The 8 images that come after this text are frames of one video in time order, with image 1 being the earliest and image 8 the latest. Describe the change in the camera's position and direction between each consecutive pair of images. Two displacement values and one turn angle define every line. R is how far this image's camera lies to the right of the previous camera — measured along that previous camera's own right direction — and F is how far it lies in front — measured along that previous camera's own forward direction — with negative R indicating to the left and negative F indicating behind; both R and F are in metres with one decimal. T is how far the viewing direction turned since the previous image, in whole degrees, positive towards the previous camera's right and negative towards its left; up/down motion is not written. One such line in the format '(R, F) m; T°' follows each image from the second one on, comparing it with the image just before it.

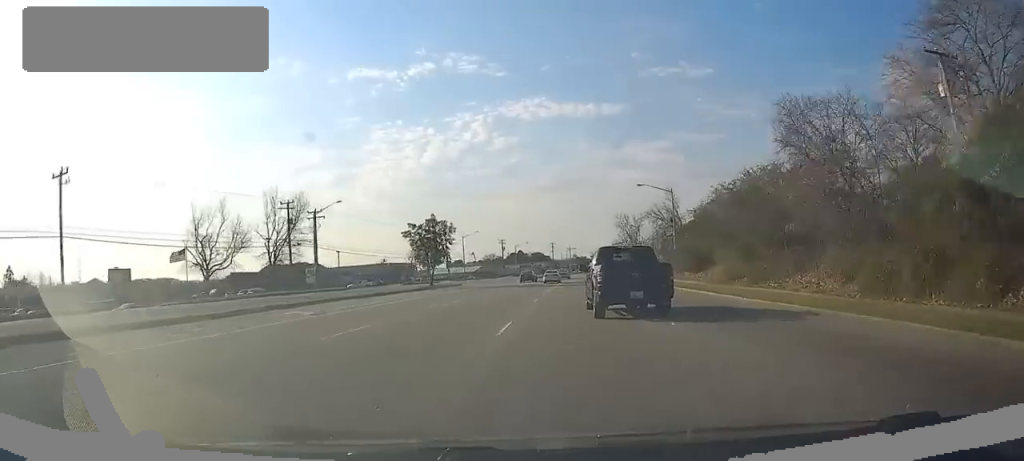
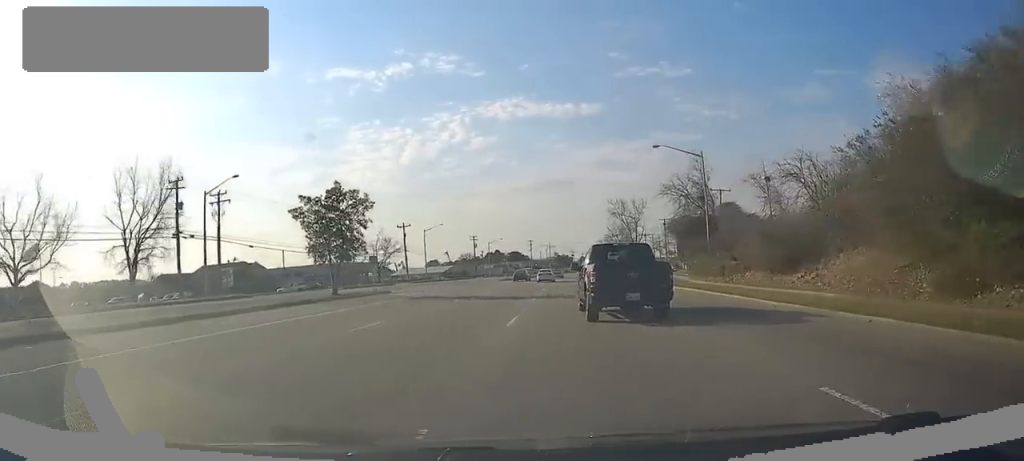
(+0.6, +22.8) m; +2°
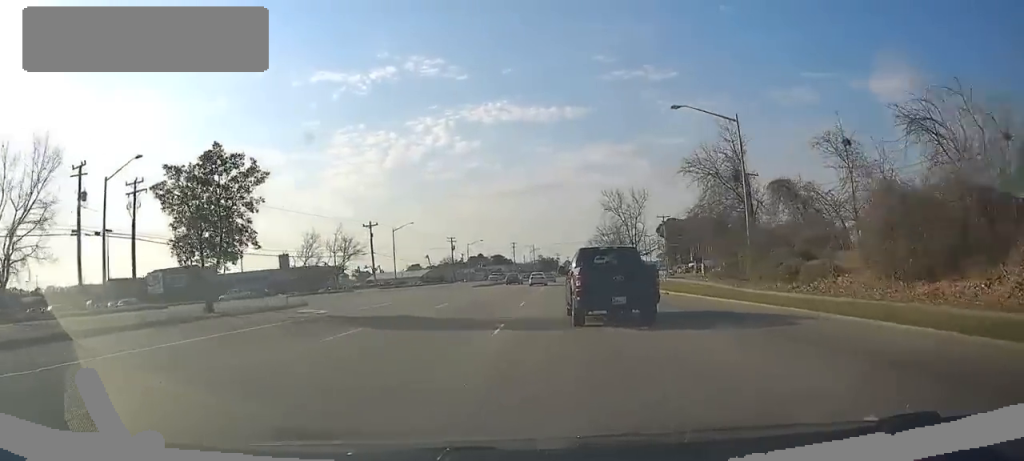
(+0.1, +13.6) m; 0°
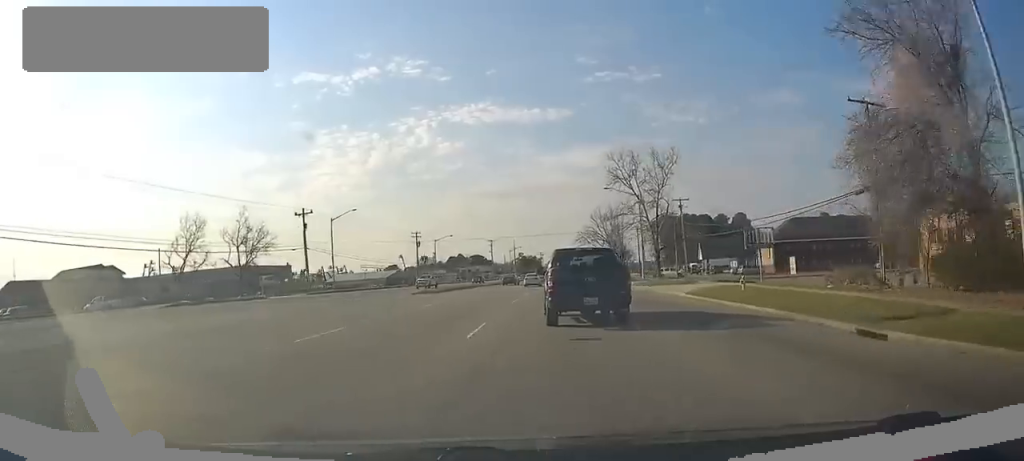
(+0.1, +24.7) m; +3°
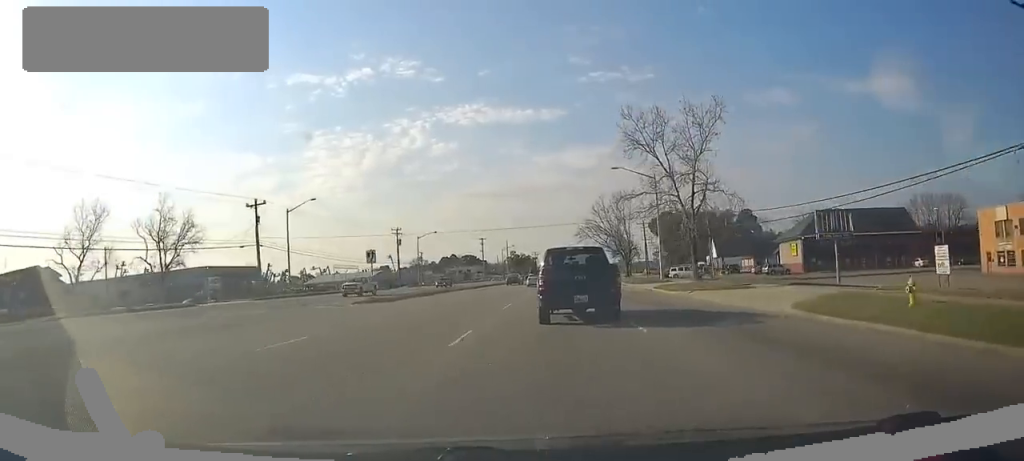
(+0.7, +13.9) m; +1°
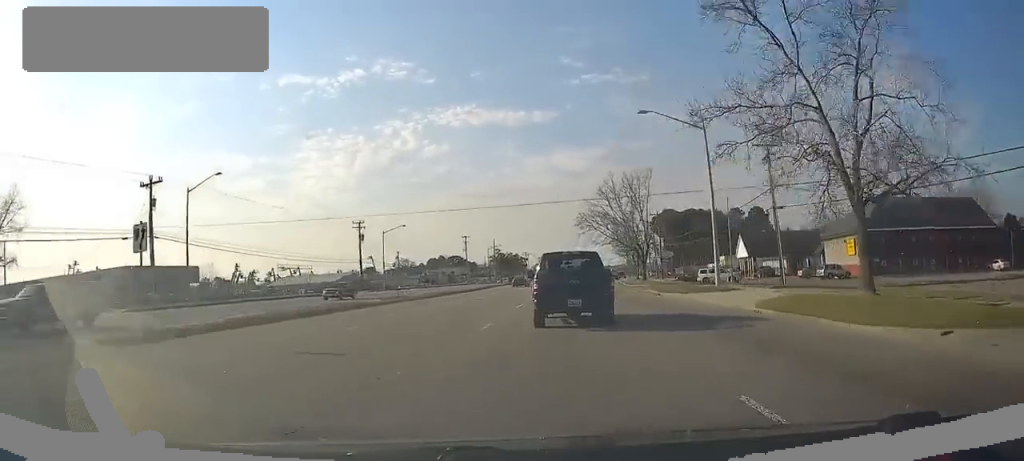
(-0.2, +21.0) m; 0°
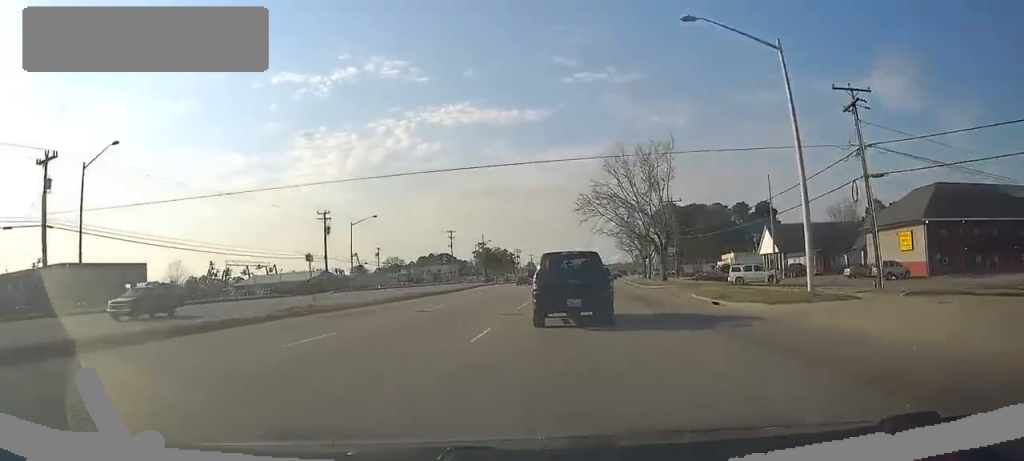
(0.0, +14.1) m; +1°
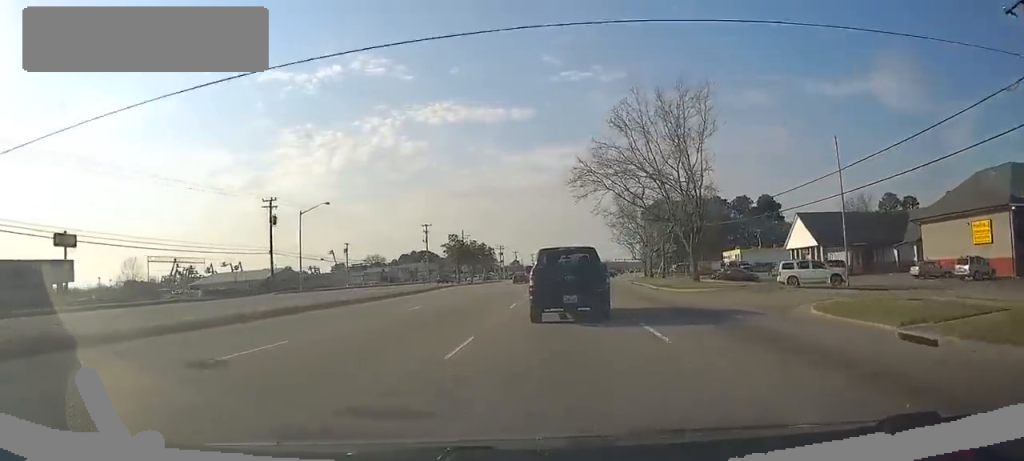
(+0.2, +14.9) m; +2°
